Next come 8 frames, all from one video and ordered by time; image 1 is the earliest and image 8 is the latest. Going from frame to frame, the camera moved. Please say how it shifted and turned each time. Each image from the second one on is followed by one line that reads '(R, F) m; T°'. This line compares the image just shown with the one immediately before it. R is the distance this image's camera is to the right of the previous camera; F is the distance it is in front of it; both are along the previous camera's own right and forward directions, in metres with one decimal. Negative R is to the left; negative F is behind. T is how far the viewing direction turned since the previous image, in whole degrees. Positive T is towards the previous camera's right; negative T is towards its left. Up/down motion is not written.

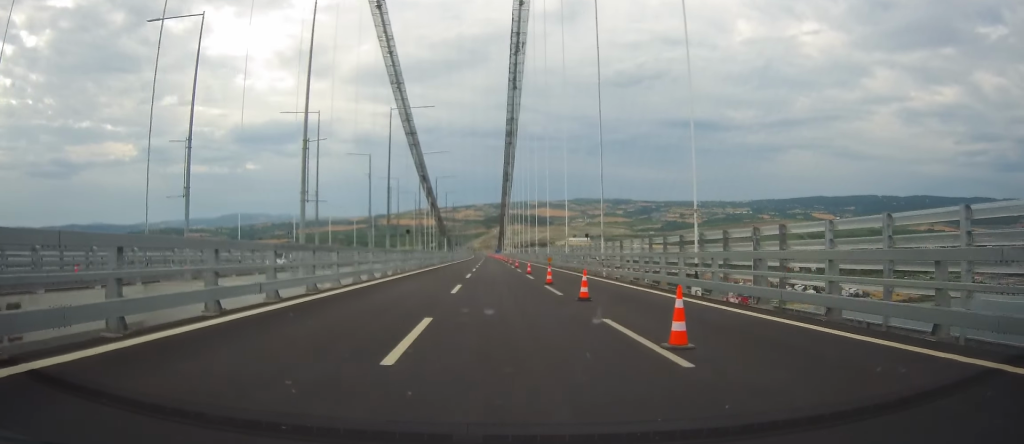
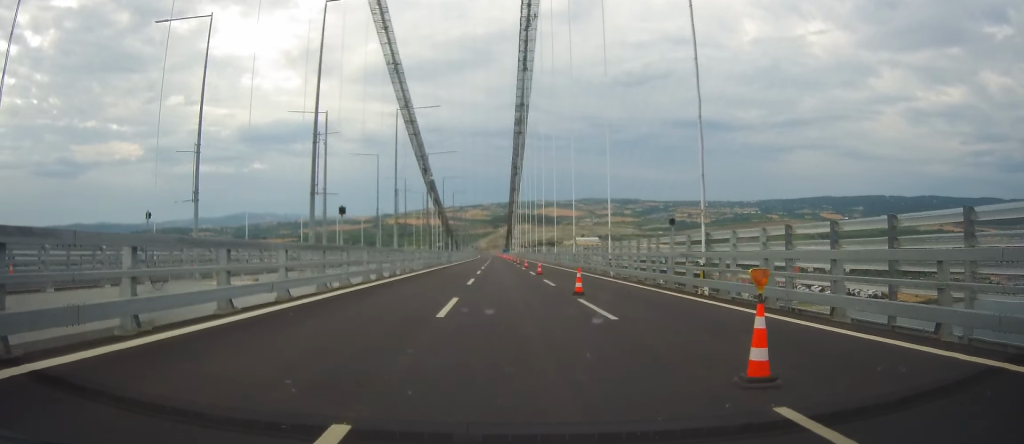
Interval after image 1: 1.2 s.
(+0.1, +23.6) m; 0°
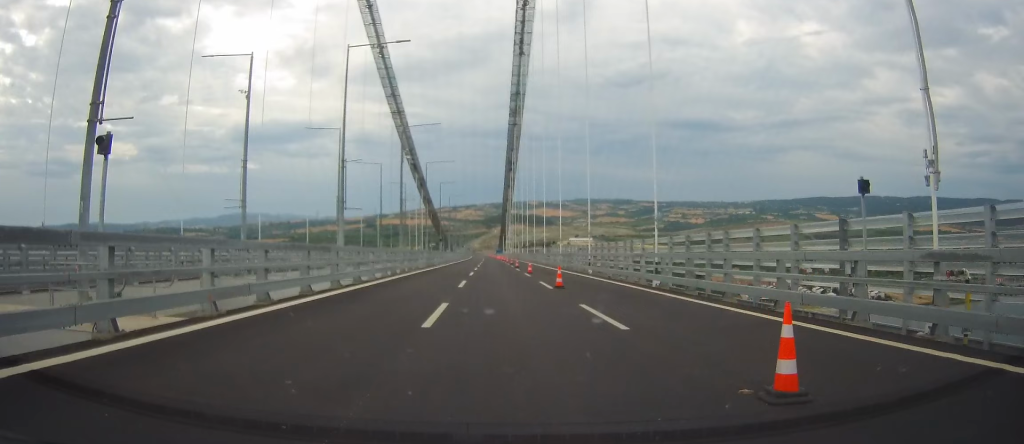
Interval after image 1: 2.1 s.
(0.0, +16.6) m; -1°
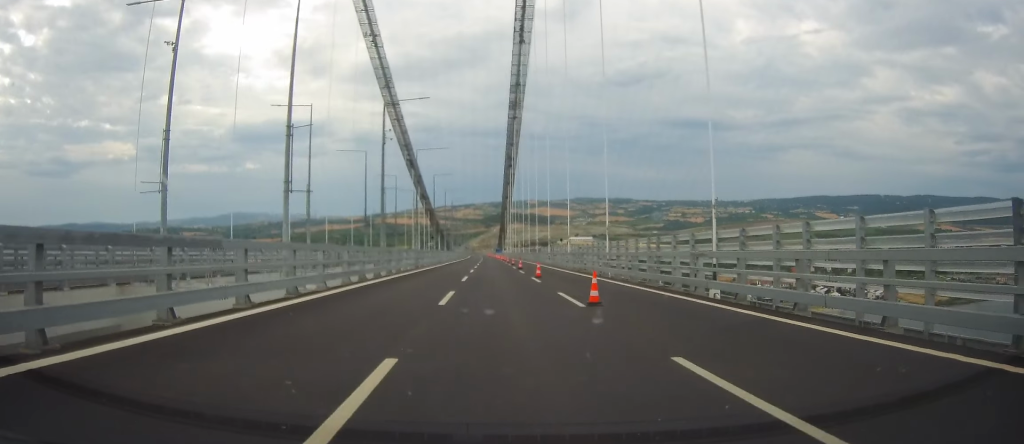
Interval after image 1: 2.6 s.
(-0.1, +9.9) m; 0°
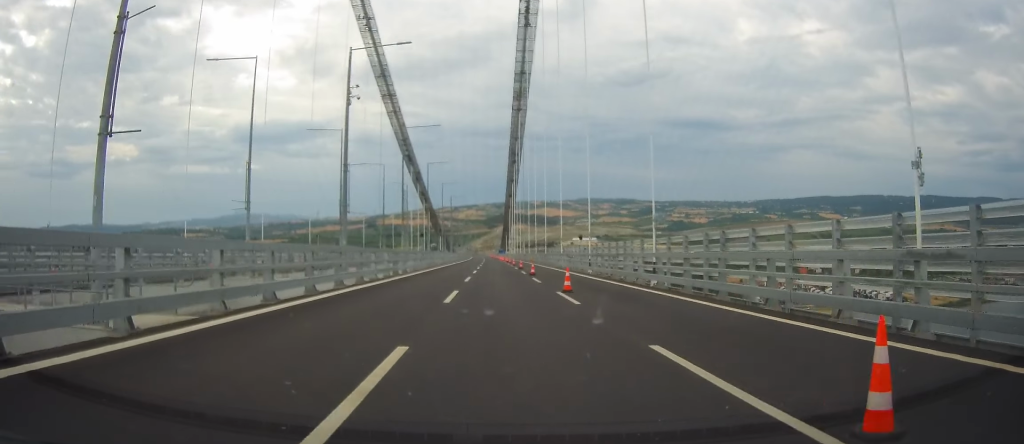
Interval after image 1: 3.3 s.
(-0.4, +13.4) m; 0°
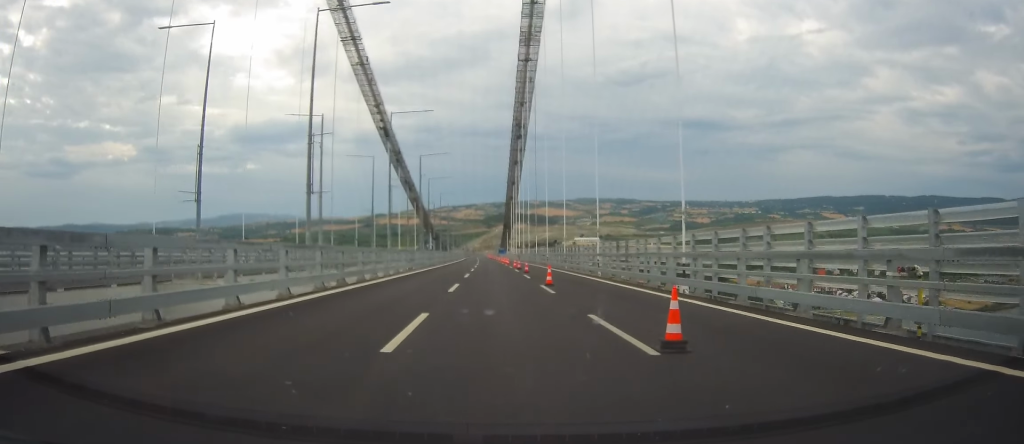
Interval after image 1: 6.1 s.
(+0.6, +53.5) m; 0°
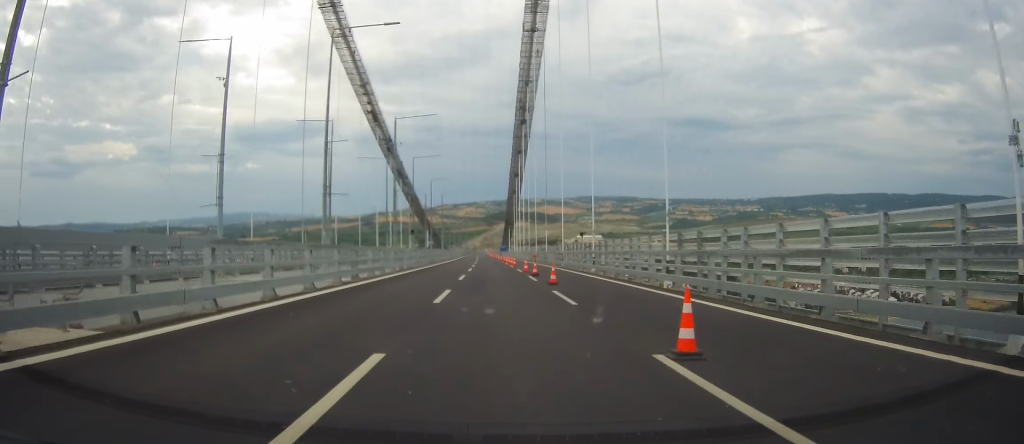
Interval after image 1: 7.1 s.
(-0.3, +21.4) m; -1°
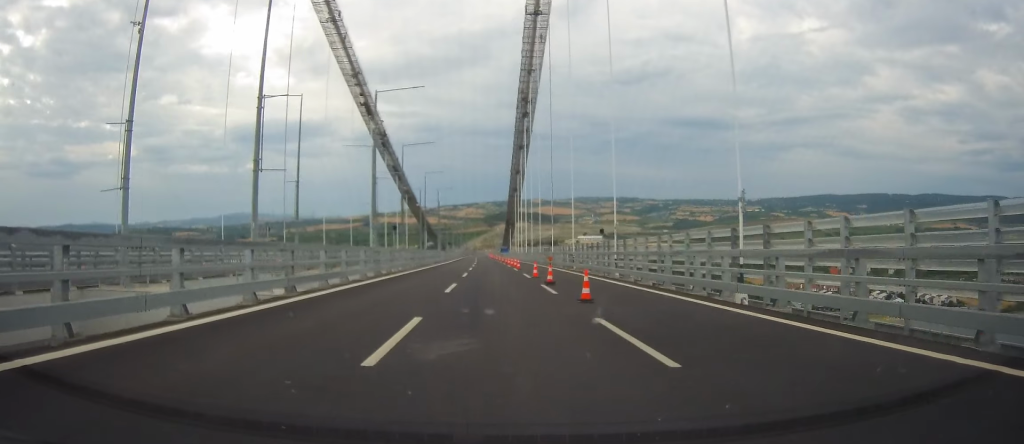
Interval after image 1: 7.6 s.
(0.0, +9.6) m; 0°
